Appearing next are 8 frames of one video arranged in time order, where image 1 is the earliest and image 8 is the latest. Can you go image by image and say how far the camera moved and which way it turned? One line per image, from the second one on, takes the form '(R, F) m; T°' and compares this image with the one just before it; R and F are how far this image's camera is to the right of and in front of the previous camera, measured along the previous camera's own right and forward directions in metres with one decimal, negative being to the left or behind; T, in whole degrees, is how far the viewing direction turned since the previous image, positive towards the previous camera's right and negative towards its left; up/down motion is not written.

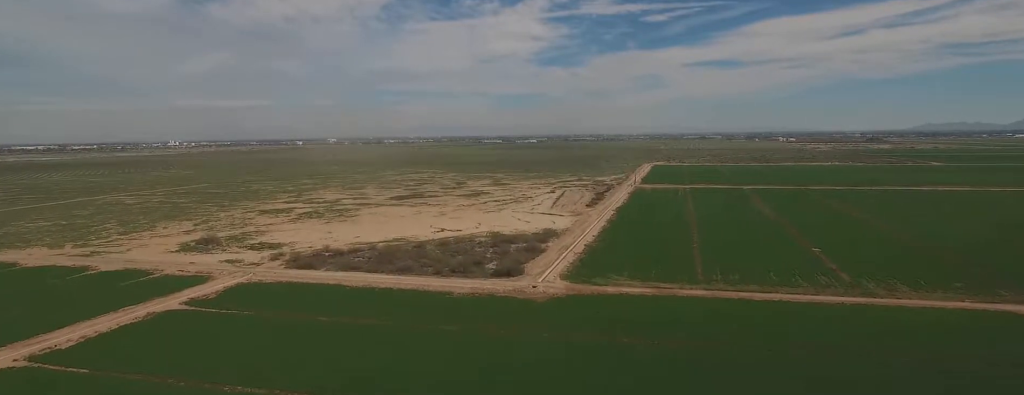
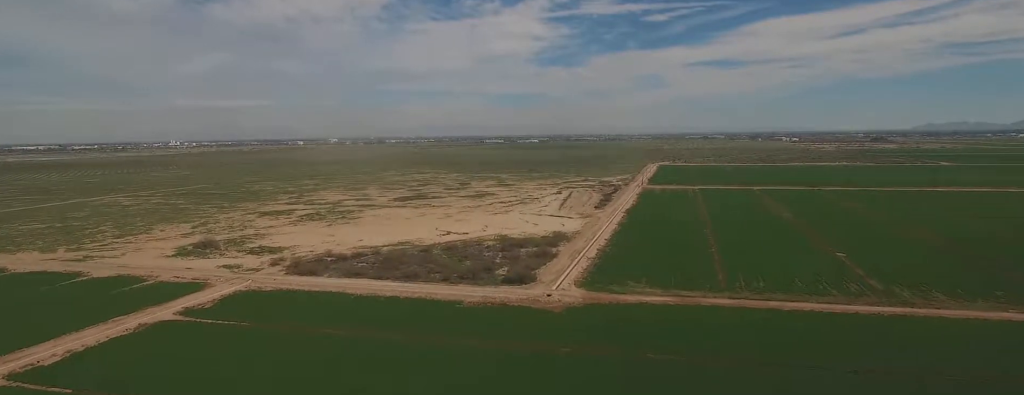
(0.0, +11.9) m; 0°
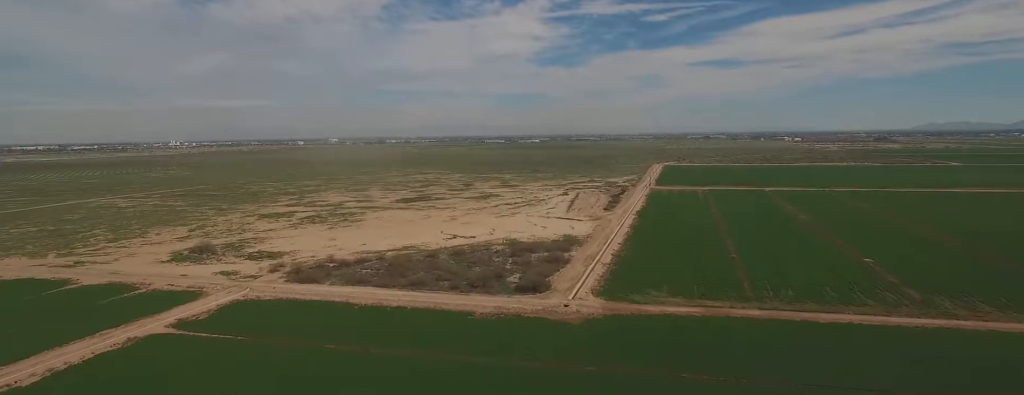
(0.0, +13.0) m; 0°
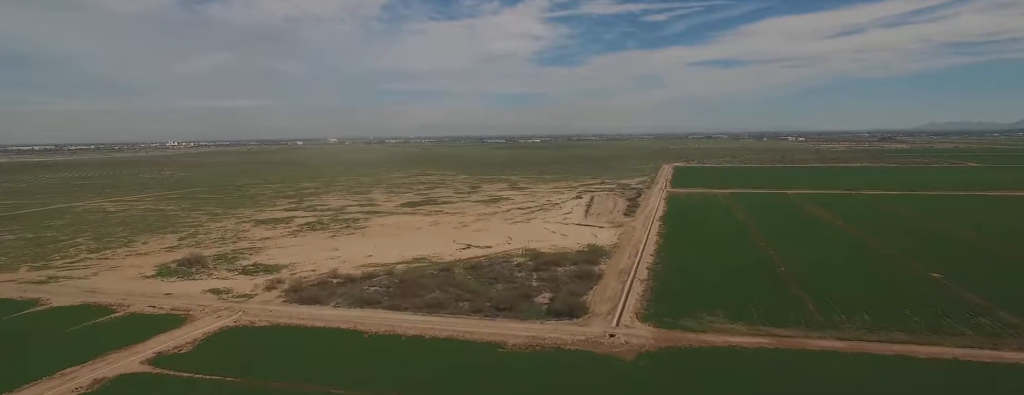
(-0.4, +28.9) m; -2°
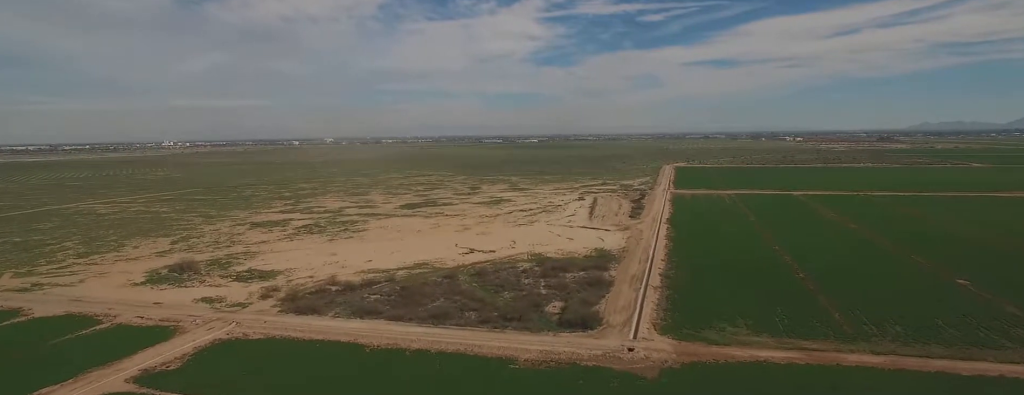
(-0.1, +10.7) m; -1°
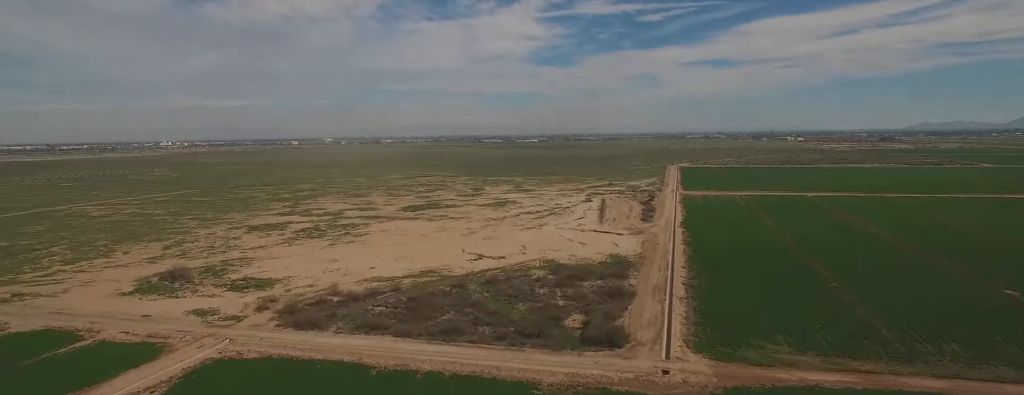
(-0.1, +14.9) m; -1°
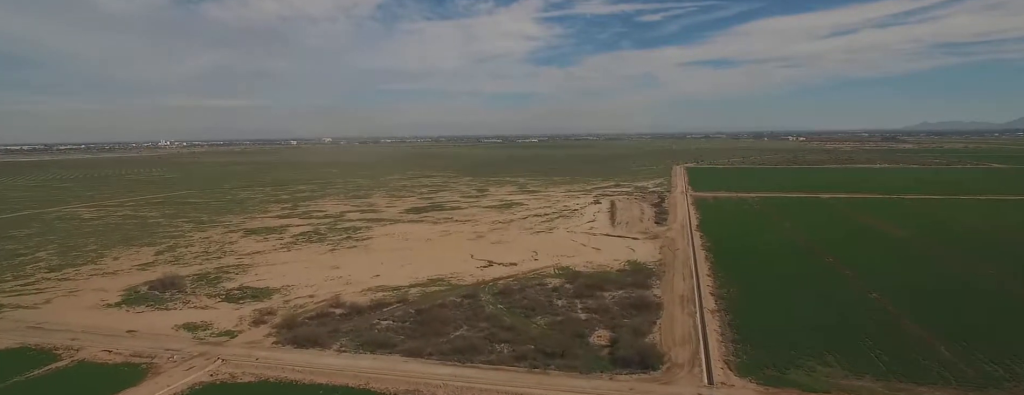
(-0.1, +15.3) m; -1°
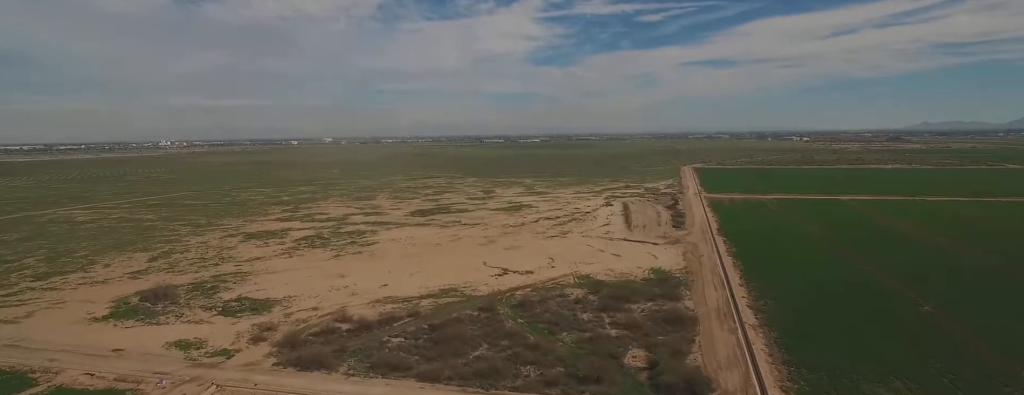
(-0.1, +15.9) m; 0°
